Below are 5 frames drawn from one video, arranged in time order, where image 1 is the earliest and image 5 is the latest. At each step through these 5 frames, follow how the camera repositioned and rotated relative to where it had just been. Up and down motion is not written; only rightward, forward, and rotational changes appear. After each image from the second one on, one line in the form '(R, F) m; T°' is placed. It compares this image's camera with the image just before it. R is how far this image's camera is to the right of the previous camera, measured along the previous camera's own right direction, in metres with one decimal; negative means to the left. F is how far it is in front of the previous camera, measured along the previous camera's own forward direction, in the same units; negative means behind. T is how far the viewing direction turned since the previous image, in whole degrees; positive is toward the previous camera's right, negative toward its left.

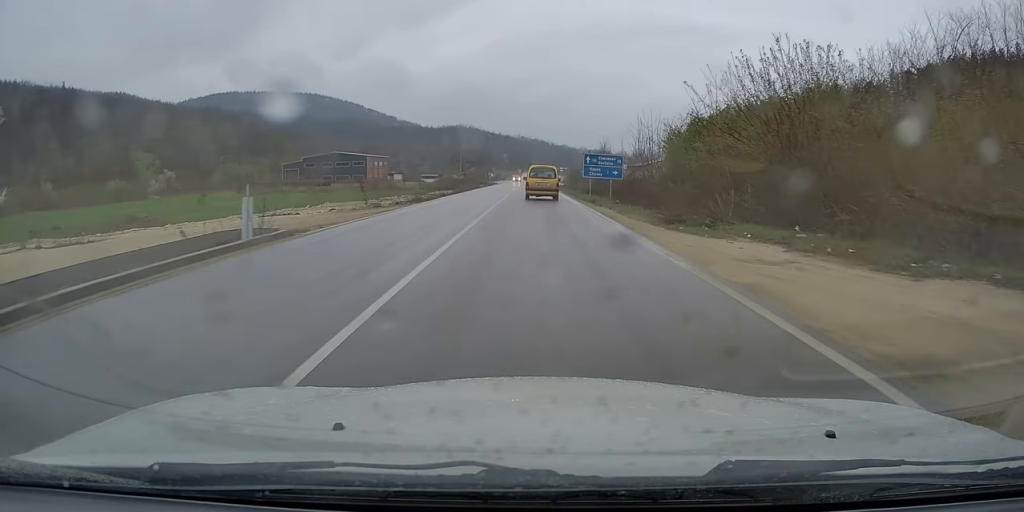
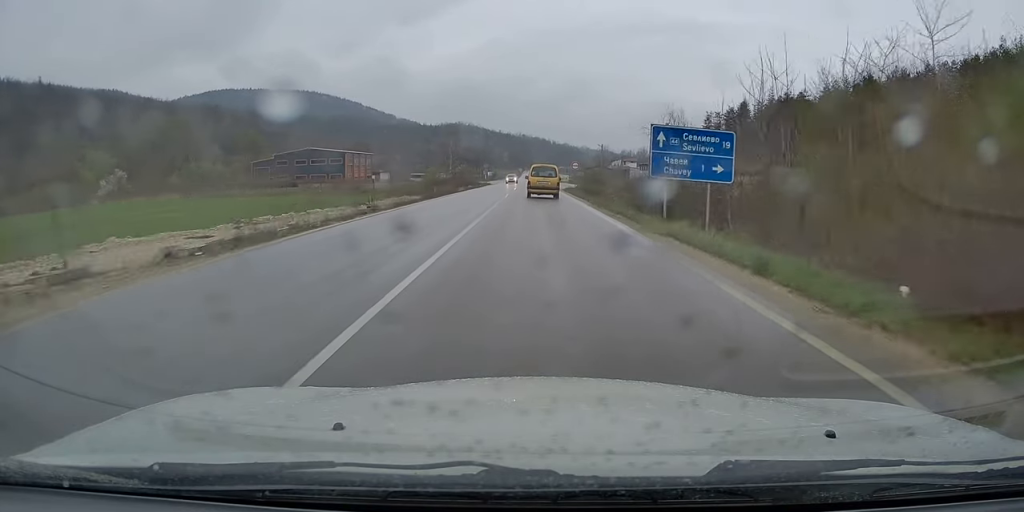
(-0.1, +22.4) m; +1°
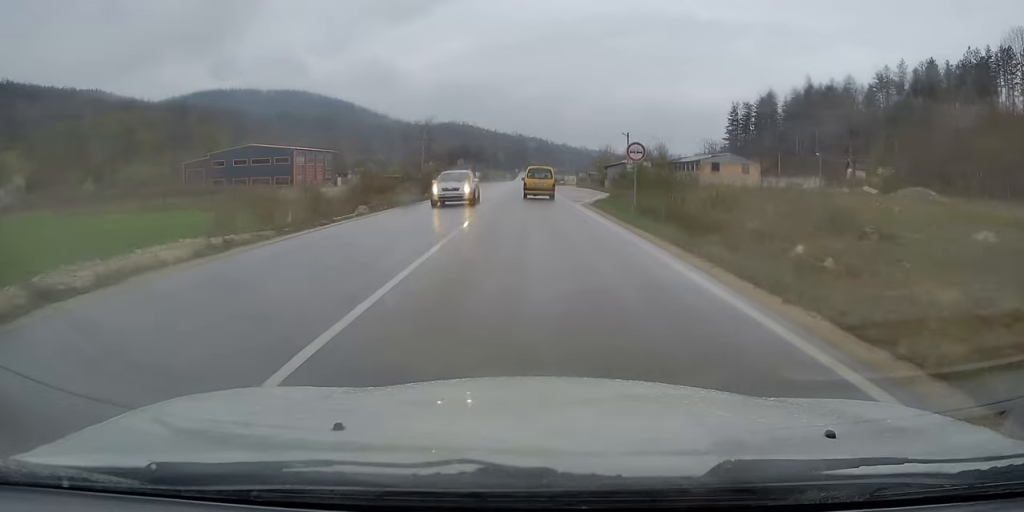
(+0.4, +33.3) m; +1°
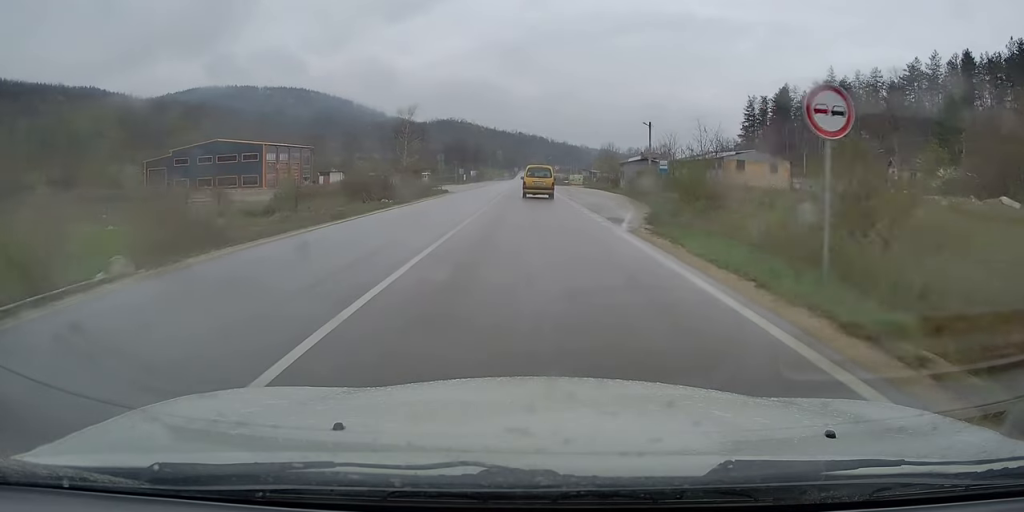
(0.0, +14.8) m; 0°
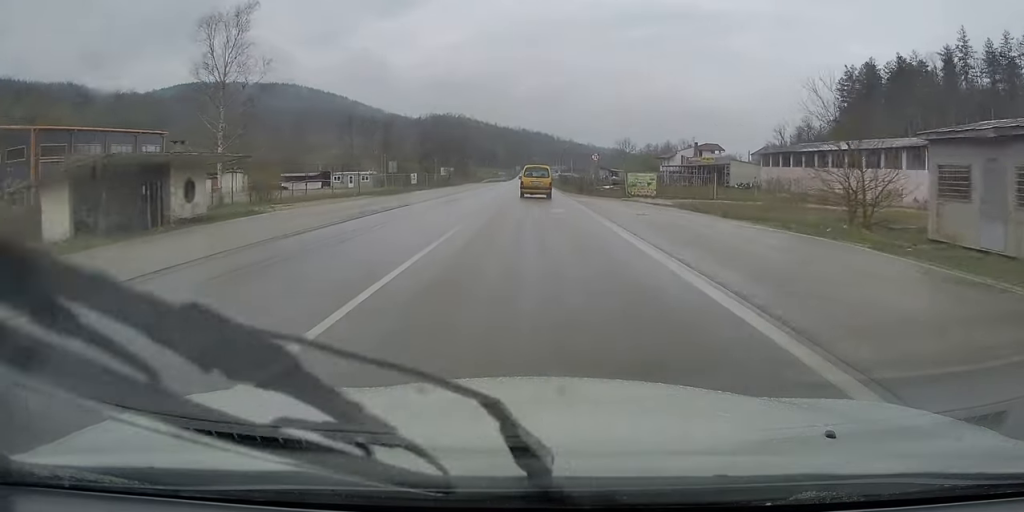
(0.0, +57.9) m; 0°
